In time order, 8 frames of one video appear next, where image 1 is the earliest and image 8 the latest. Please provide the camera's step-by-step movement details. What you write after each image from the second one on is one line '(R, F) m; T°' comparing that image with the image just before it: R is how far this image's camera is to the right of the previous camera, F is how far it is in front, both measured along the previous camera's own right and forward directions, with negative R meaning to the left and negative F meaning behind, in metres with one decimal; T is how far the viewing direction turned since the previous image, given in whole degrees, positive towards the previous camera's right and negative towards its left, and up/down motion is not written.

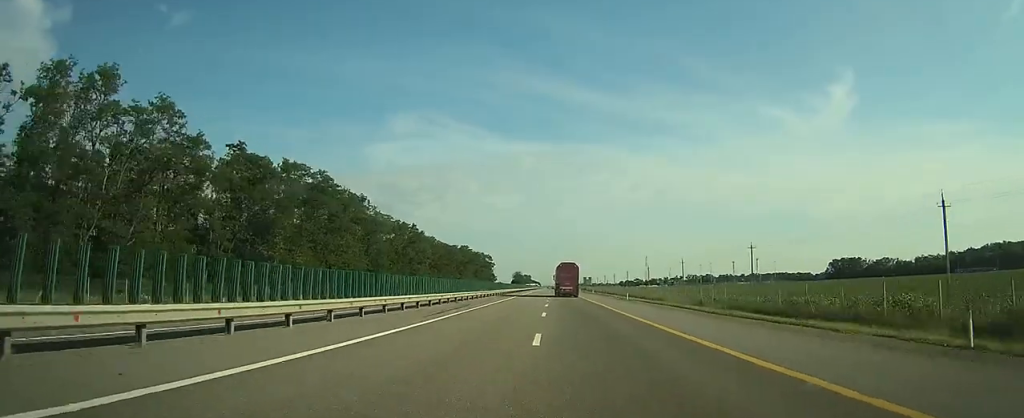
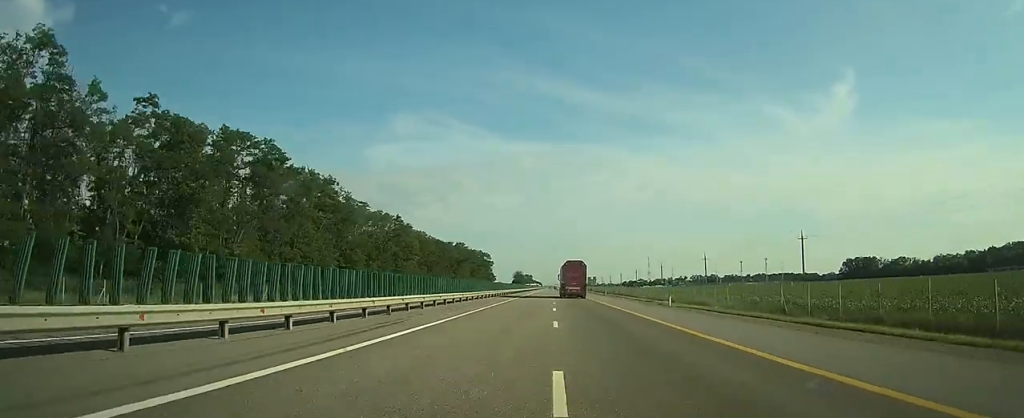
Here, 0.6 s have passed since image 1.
(0.0, +18.9) m; 0°
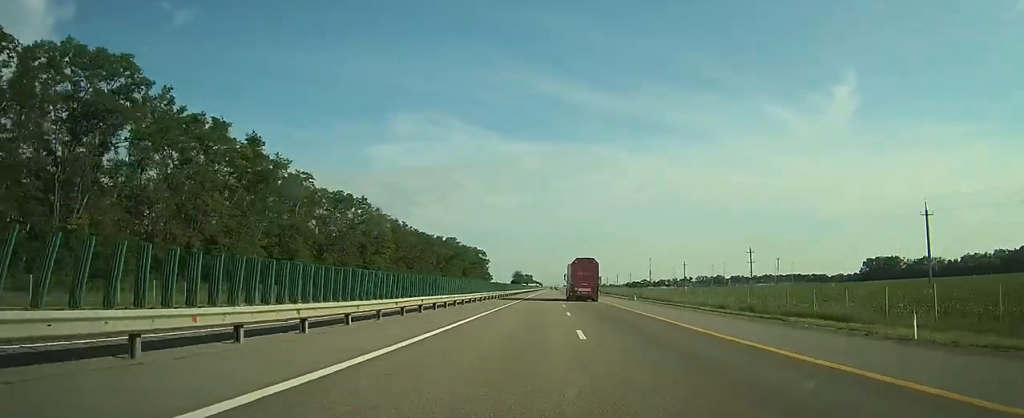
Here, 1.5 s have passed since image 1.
(-0.1, +27.5) m; 0°
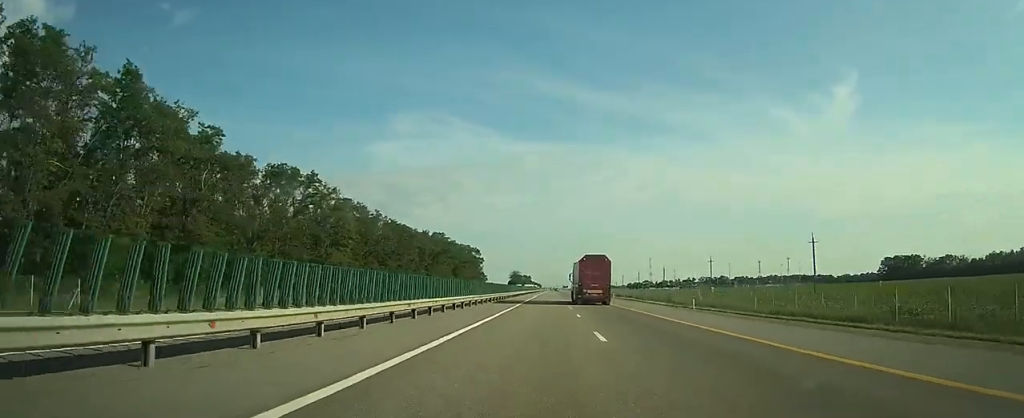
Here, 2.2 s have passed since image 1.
(0.0, +24.3) m; 0°
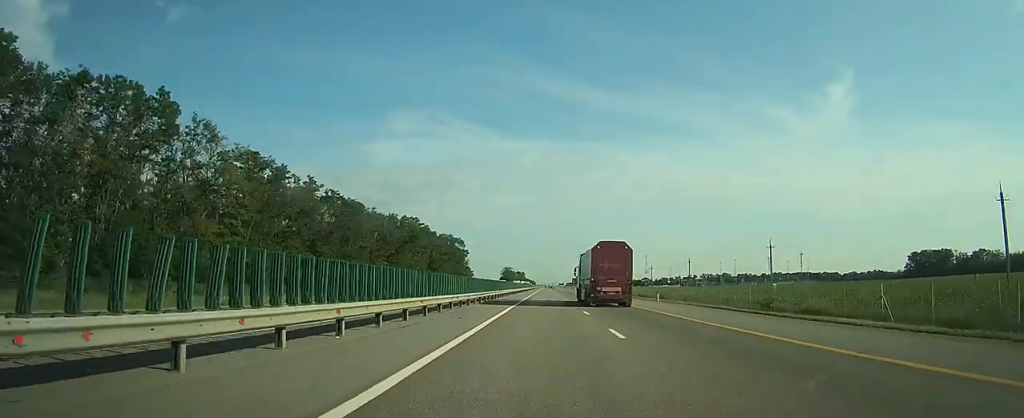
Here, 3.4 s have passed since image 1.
(0.0, +36.0) m; 0°
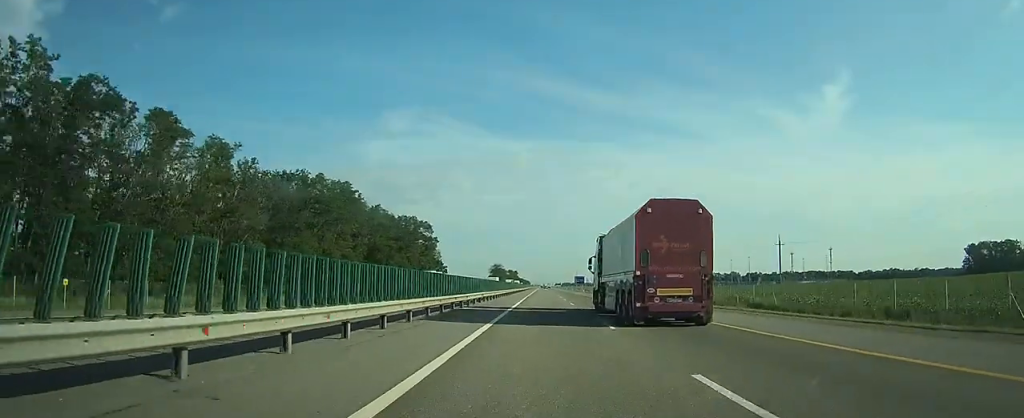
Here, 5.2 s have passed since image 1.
(+0.4, +57.3) m; +1°
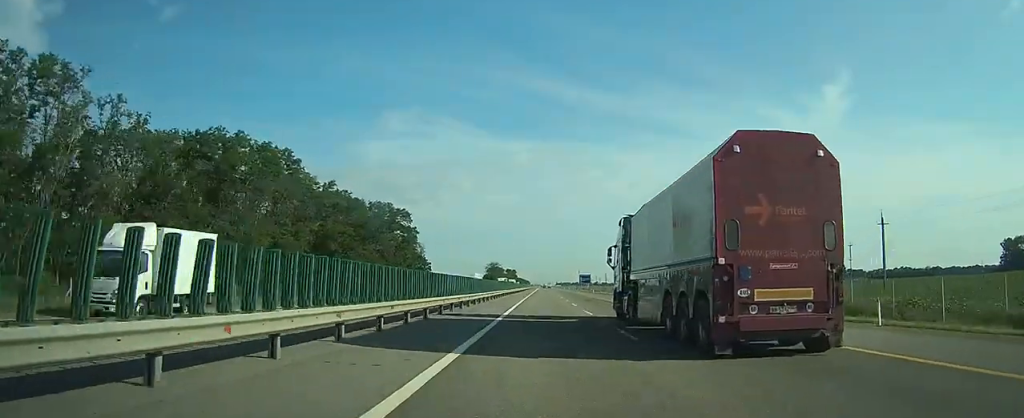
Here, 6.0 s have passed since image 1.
(+0.1, +27.6) m; 0°
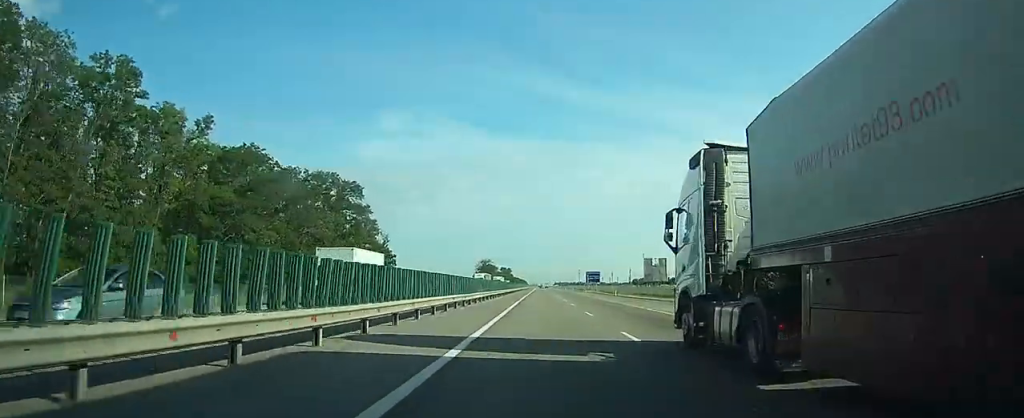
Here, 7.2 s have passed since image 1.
(+0.1, +37.2) m; 0°
